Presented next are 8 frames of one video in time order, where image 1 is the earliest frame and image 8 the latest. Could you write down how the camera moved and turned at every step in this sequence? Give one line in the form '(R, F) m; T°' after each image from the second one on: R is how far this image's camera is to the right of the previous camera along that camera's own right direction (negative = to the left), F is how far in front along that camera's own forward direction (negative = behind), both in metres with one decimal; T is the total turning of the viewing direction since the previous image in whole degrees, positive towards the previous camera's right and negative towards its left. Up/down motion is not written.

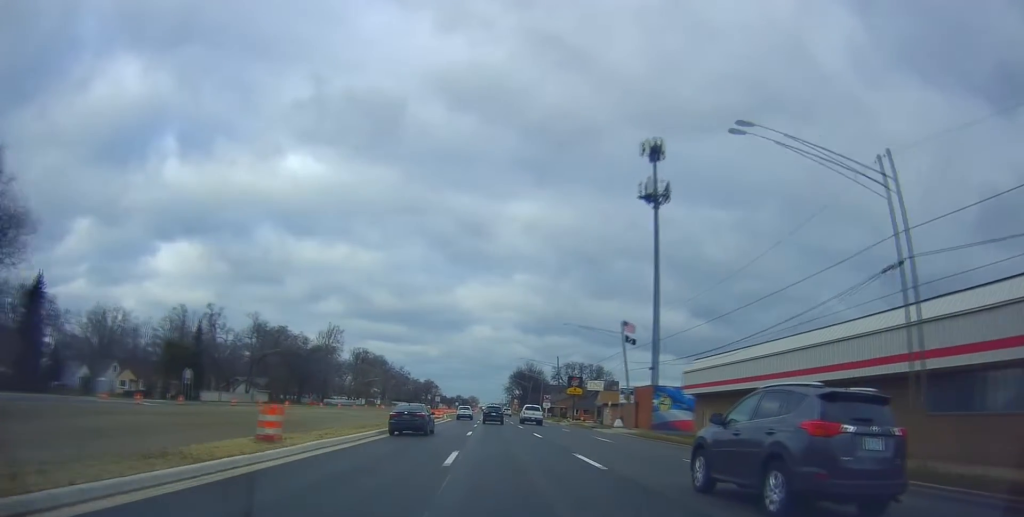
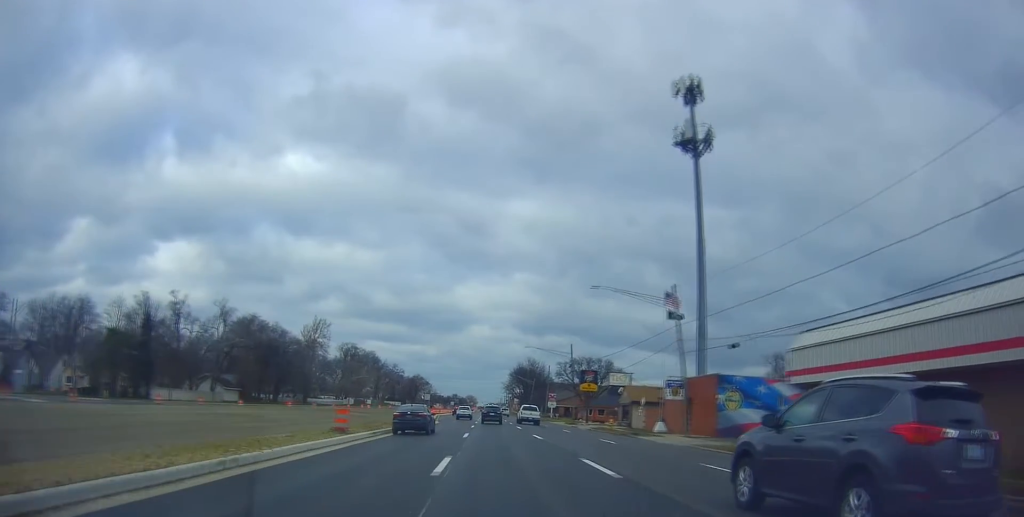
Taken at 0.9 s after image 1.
(-0.6, +16.9) m; 0°
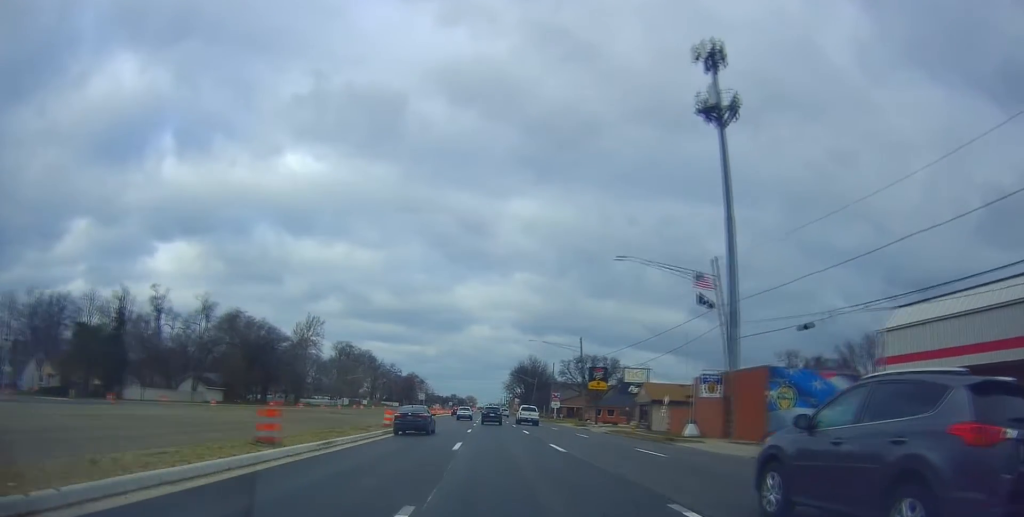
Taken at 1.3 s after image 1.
(+0.3, +7.8) m; 0°
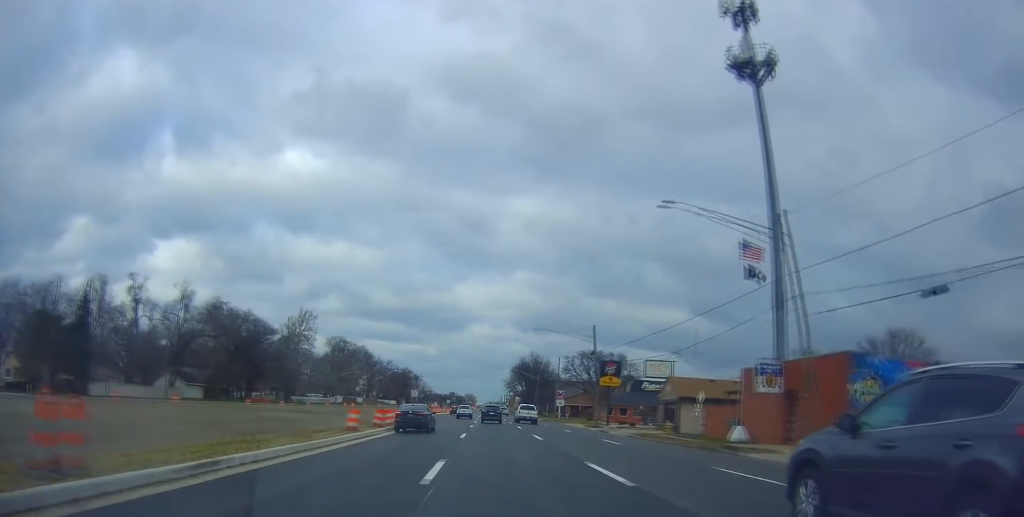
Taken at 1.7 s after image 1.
(+0.3, +8.5) m; +1°
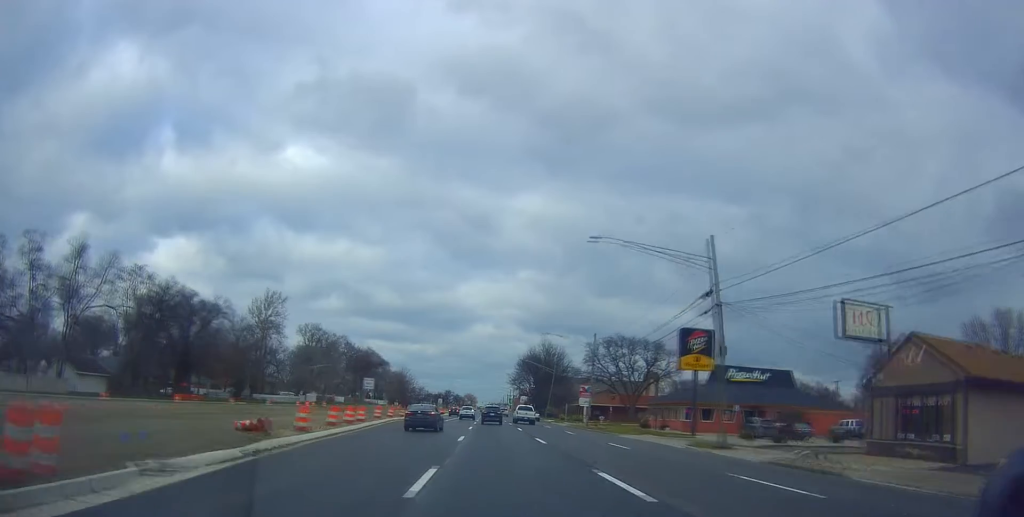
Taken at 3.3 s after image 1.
(-0.1, +31.9) m; +1°
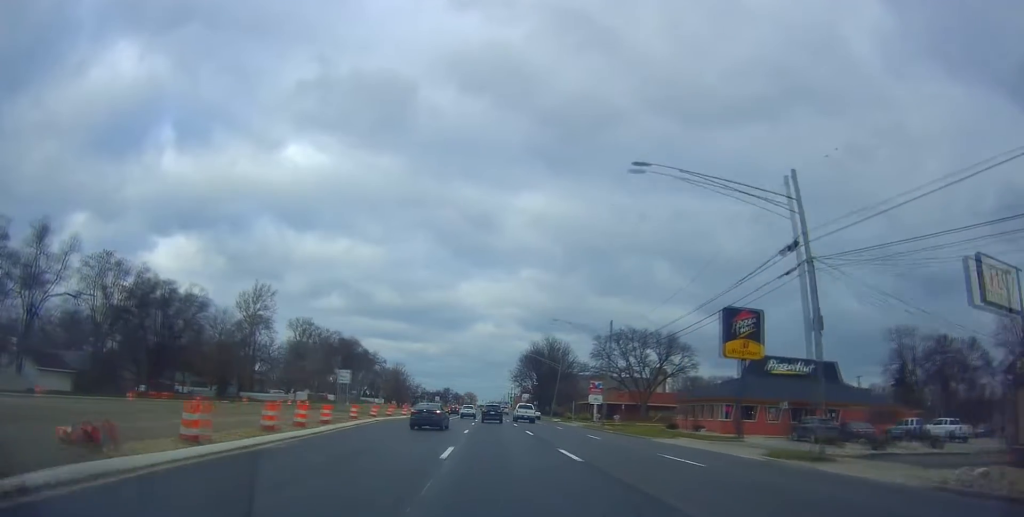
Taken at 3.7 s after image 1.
(+0.1, +8.7) m; +1°
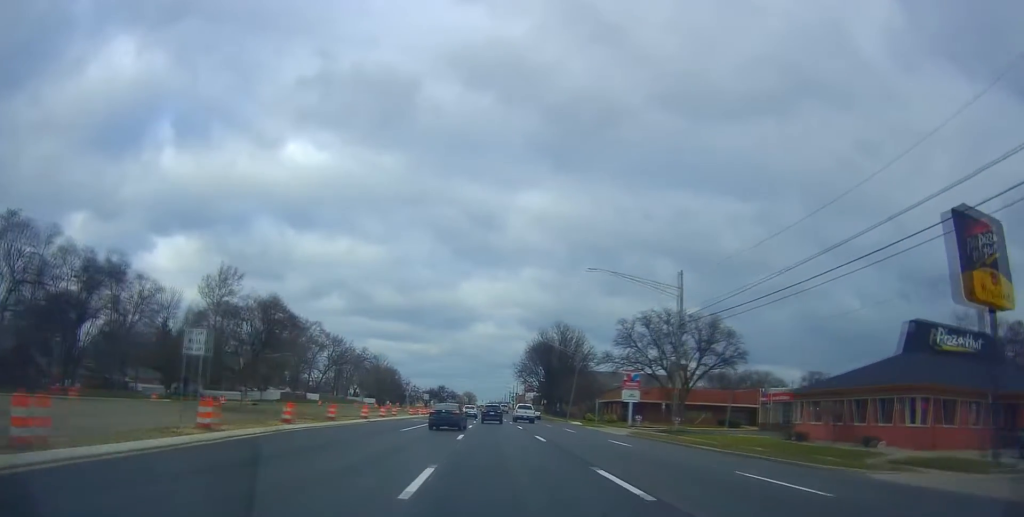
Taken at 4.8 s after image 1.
(0.0, +21.3) m; -2°
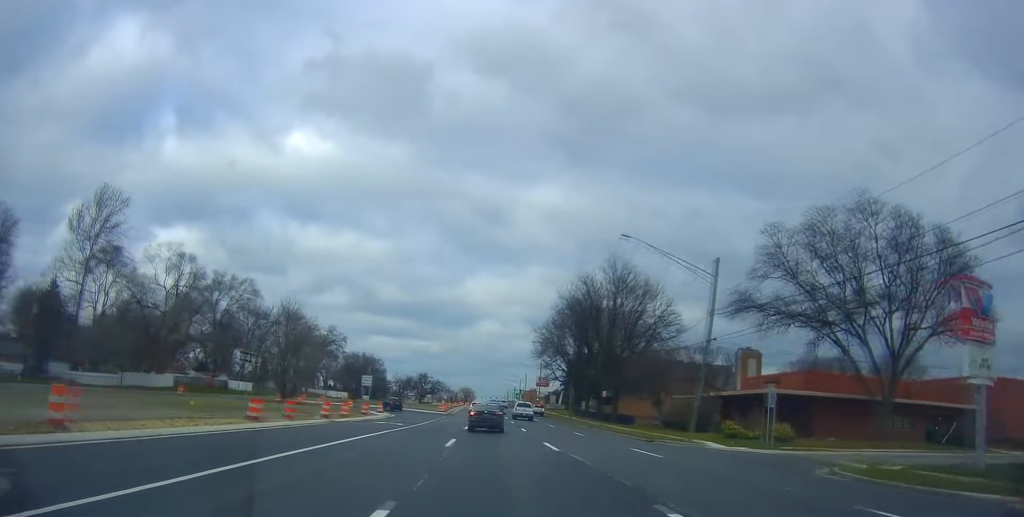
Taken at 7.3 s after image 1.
(+0.3, +50.2) m; +1°
